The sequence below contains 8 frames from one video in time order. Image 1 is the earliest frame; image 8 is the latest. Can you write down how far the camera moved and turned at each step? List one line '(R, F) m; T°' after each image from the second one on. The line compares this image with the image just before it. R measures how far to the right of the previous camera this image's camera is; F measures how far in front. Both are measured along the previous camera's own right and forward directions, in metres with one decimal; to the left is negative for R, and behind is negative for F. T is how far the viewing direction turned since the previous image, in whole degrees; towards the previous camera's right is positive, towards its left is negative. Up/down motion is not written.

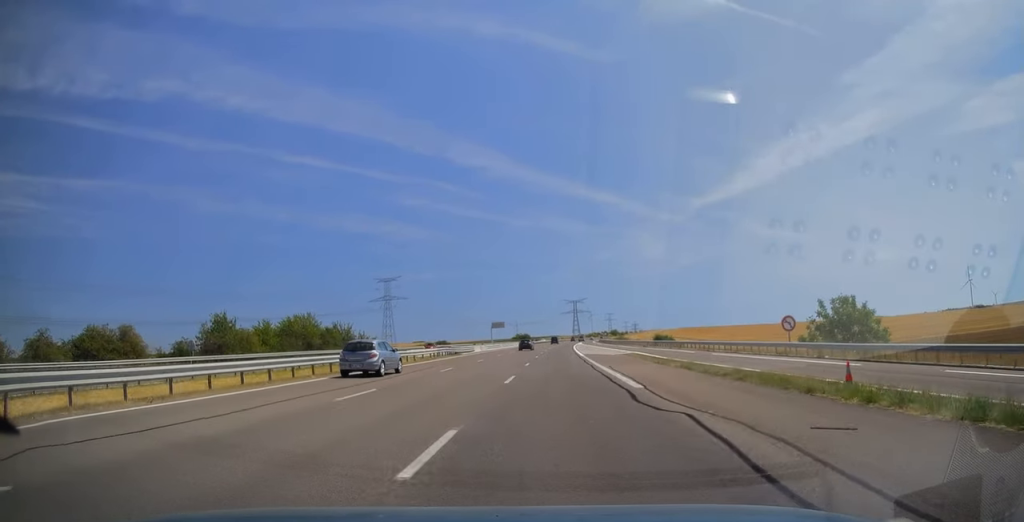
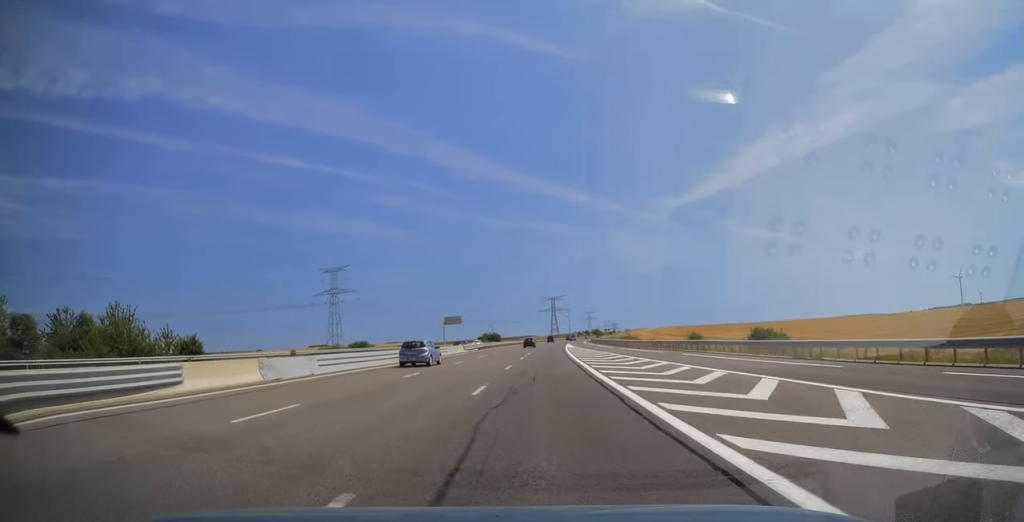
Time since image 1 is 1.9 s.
(+0.4, +55.7) m; +1°
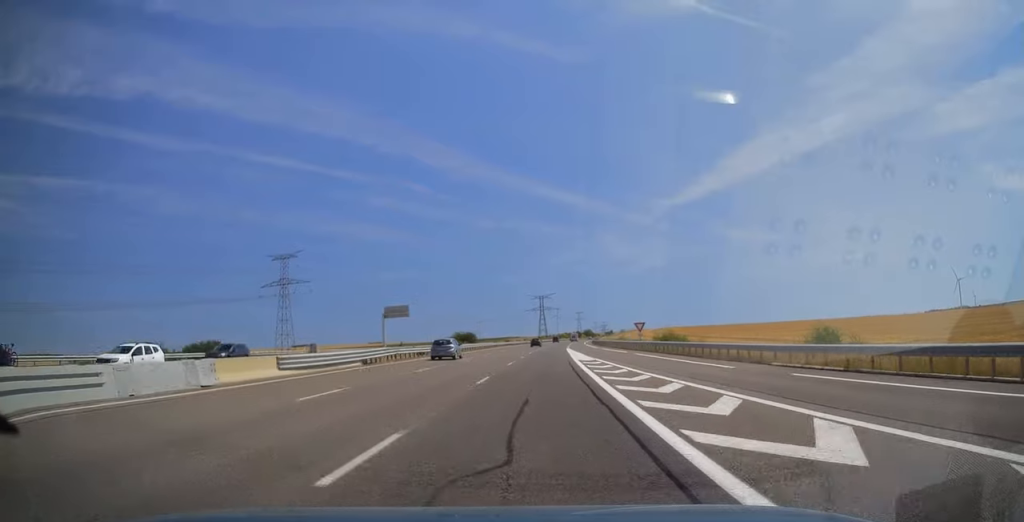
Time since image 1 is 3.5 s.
(+0.6, +47.8) m; +2°
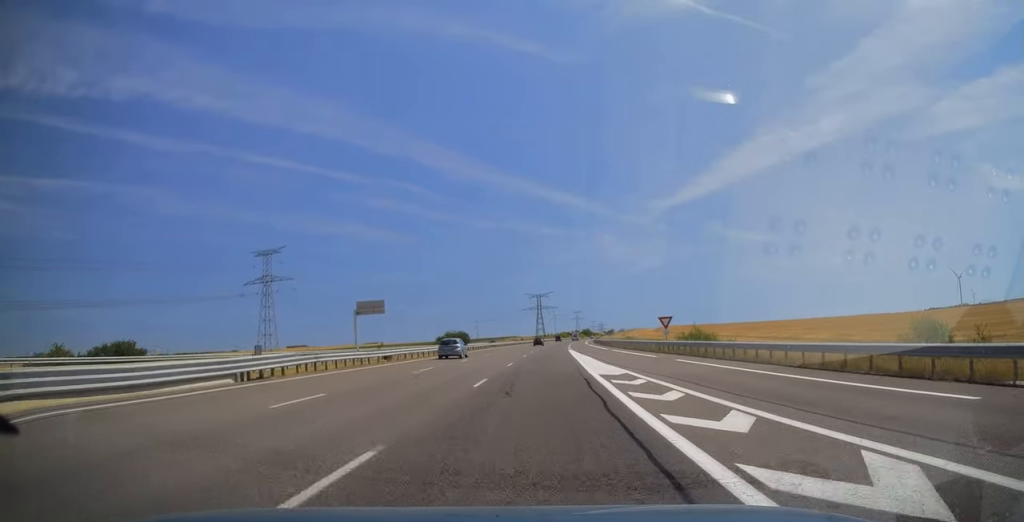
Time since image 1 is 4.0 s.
(+0.2, +14.3) m; 0°
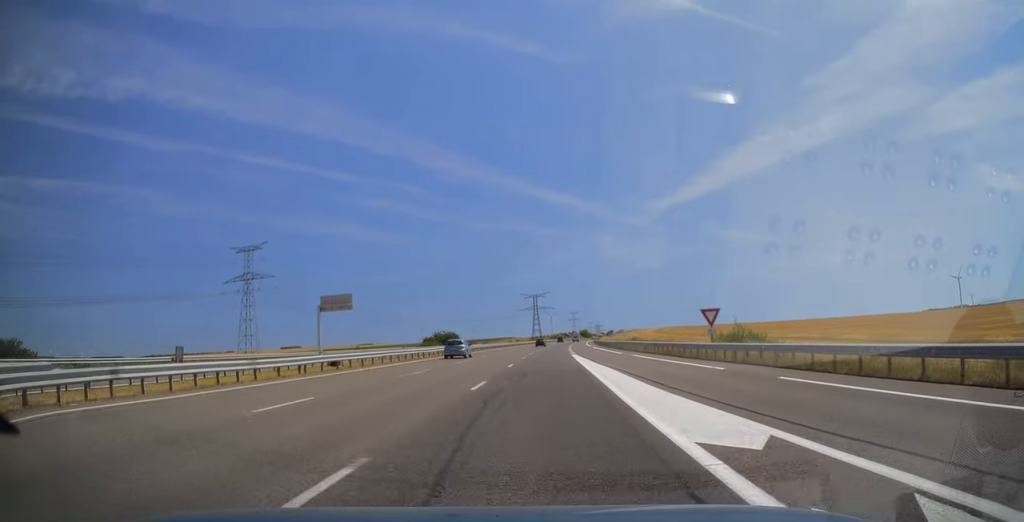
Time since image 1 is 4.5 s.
(+0.1, +13.8) m; 0°
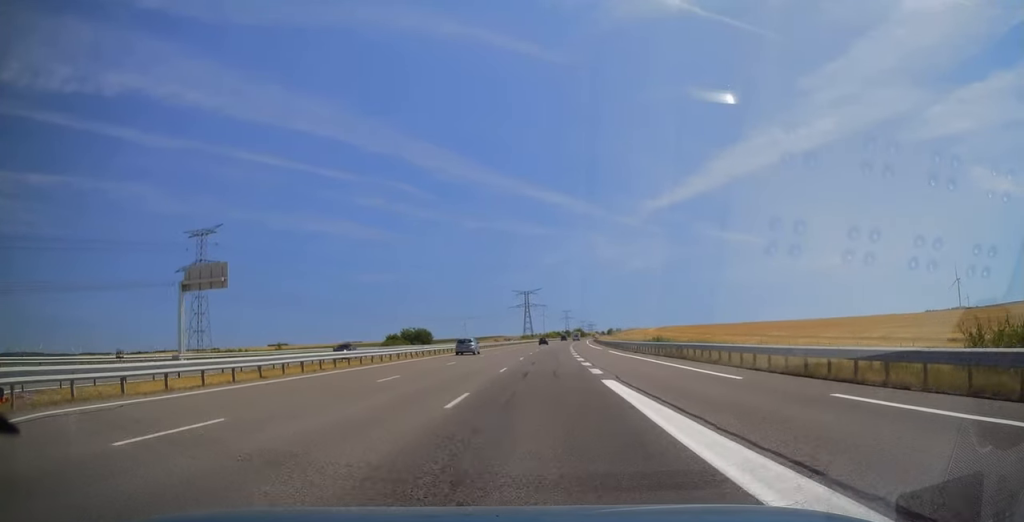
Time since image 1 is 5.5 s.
(0.0, +30.0) m; 0°
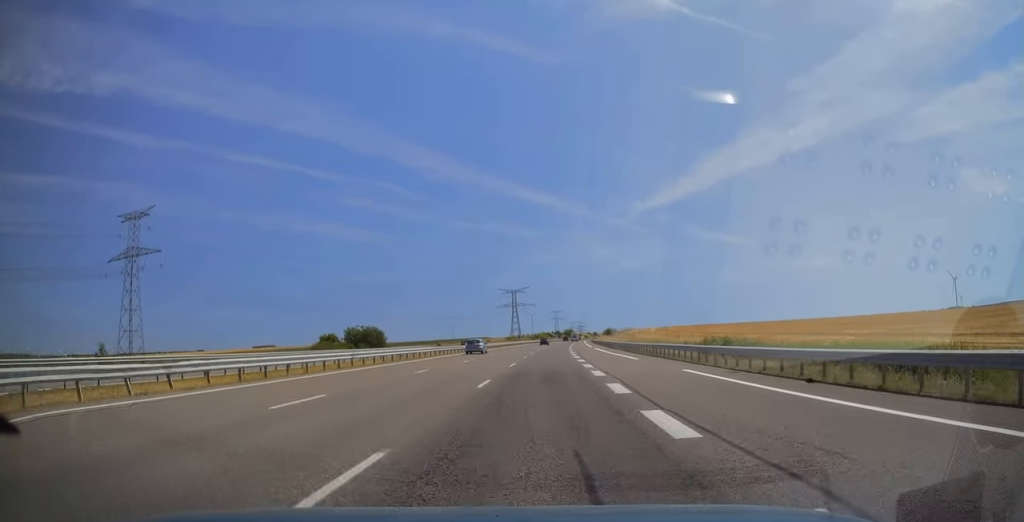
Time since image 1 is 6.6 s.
(0.0, +33.4) m; +1°
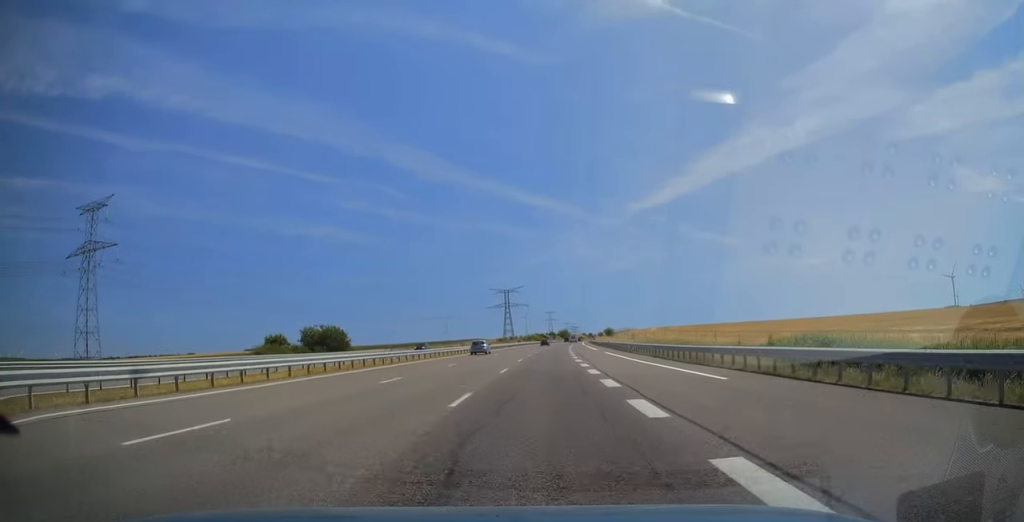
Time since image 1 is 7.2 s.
(+0.3, +17.7) m; +1°
